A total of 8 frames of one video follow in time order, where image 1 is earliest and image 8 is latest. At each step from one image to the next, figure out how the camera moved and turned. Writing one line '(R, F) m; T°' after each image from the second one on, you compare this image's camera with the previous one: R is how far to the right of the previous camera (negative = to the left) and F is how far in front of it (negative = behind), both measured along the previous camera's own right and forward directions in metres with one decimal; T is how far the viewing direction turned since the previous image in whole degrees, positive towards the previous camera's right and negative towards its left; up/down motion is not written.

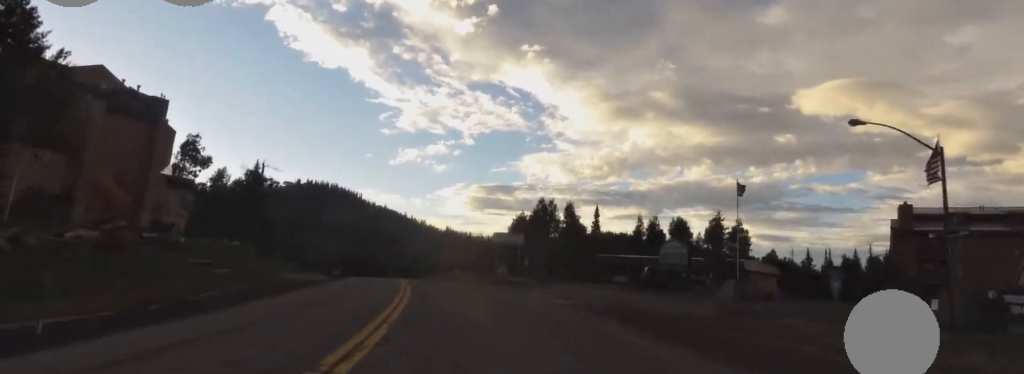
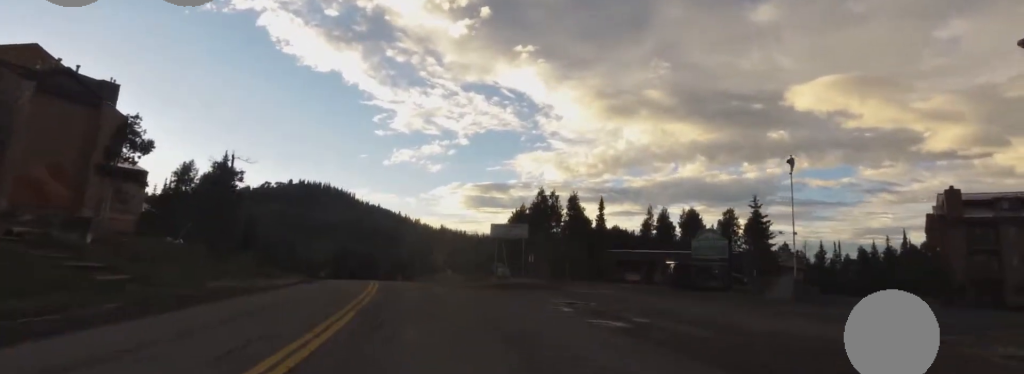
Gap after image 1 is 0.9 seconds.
(-0.7, +8.7) m; -7°
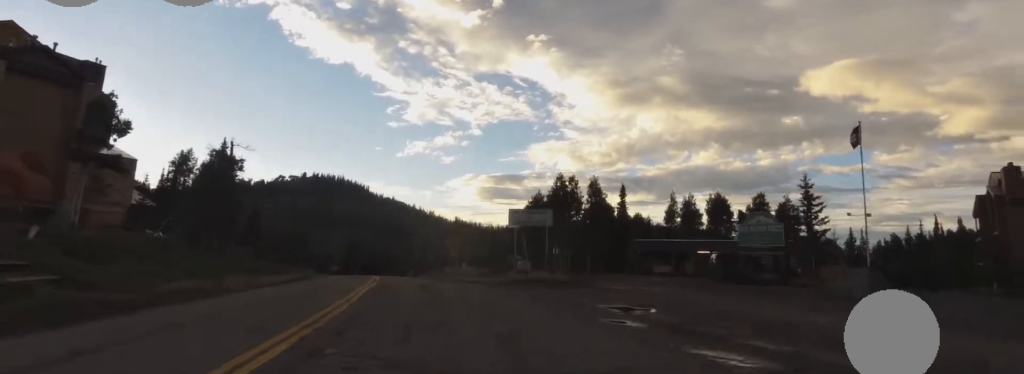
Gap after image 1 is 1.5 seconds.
(-0.6, +5.4) m; +3°
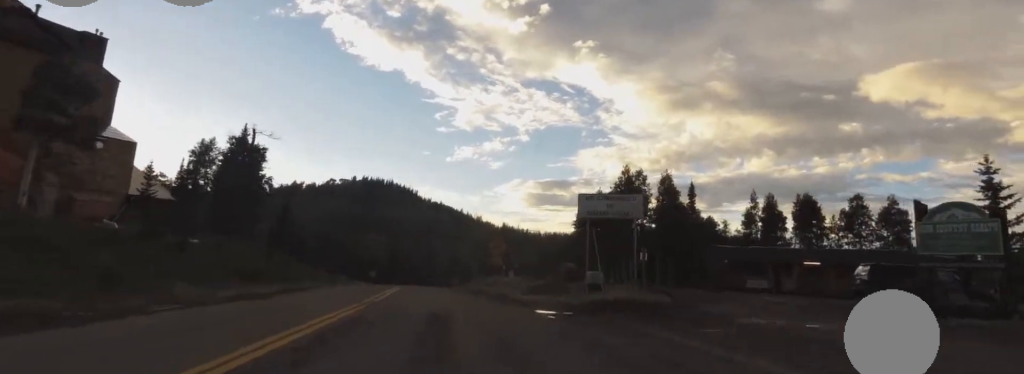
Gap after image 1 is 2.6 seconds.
(+1.4, +10.8) m; +1°
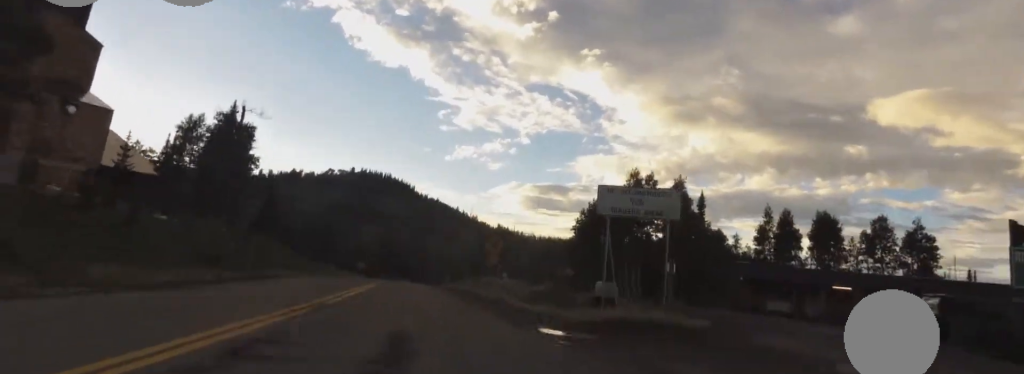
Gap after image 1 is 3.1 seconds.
(-0.4, +4.5) m; -4°
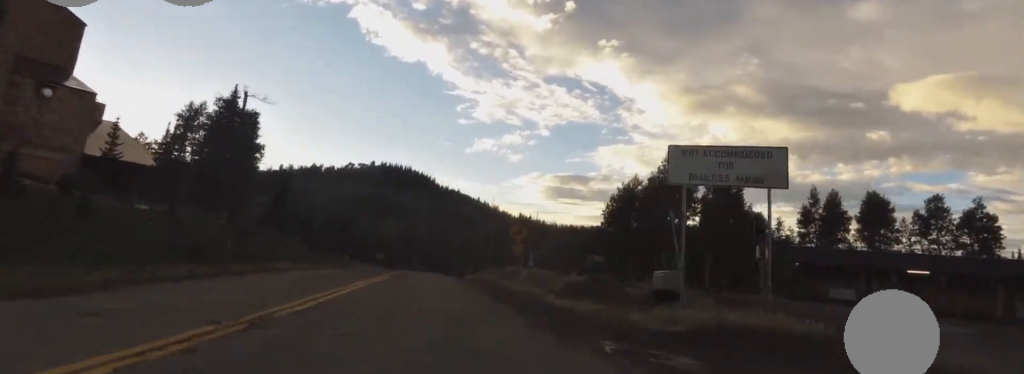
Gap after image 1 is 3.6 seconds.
(-0.6, +5.1) m; -6°
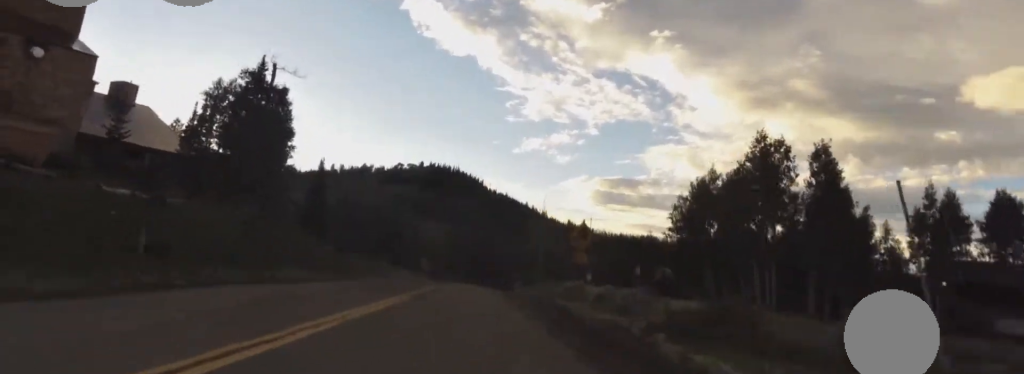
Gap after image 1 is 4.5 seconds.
(-0.2, +8.1) m; -1°
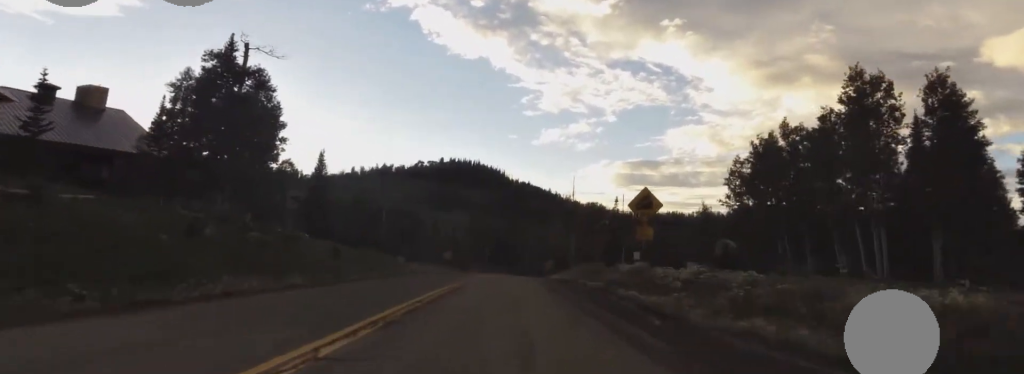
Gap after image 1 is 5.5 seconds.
(0.0, +9.7) m; 0°
